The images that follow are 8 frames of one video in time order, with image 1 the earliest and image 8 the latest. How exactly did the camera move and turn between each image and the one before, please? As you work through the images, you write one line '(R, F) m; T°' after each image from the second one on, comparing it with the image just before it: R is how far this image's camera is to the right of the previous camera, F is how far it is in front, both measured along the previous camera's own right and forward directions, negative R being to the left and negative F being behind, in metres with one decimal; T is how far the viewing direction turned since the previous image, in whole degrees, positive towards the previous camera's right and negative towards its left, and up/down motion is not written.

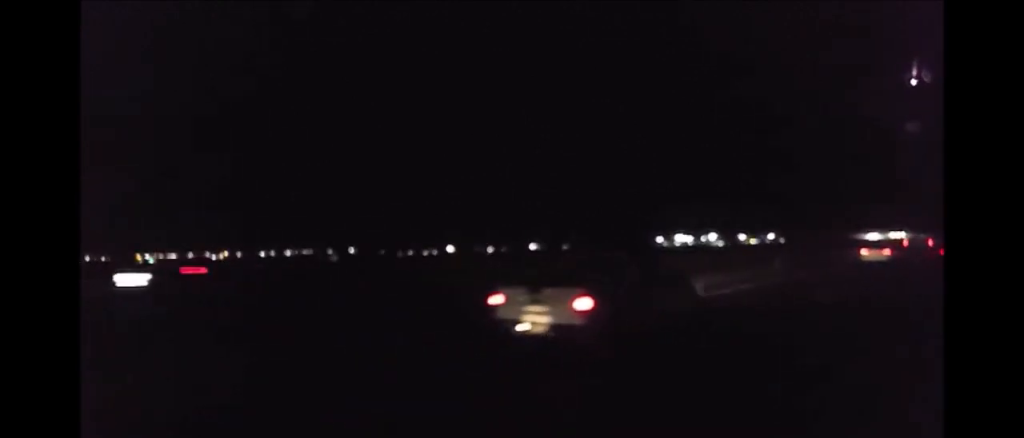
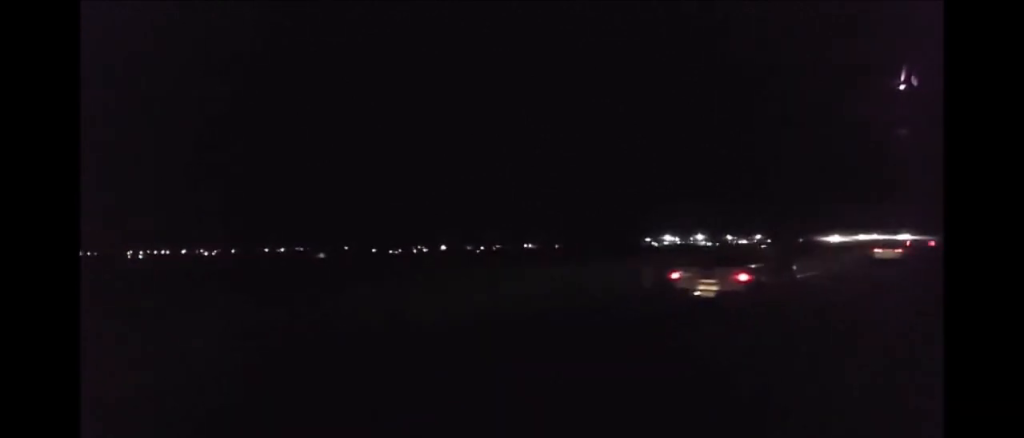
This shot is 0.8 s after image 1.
(0.0, +18.1) m; 0°
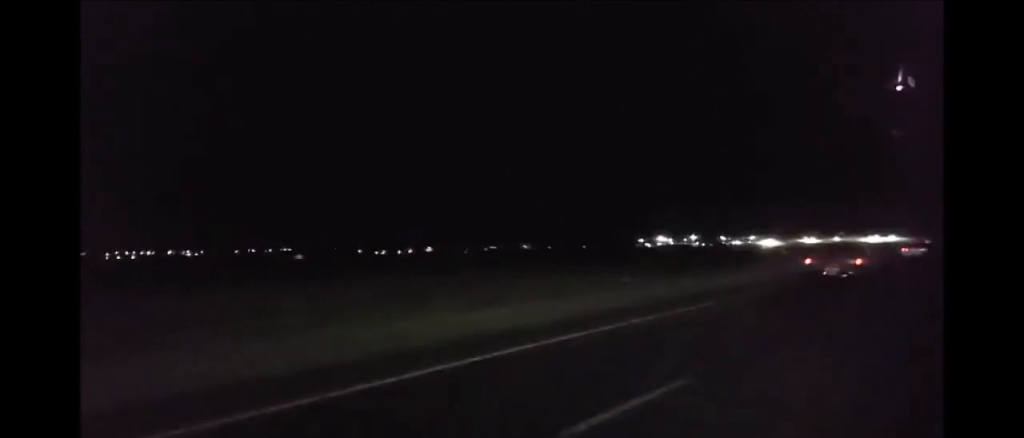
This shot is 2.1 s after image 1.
(-0.1, +29.9) m; 0°
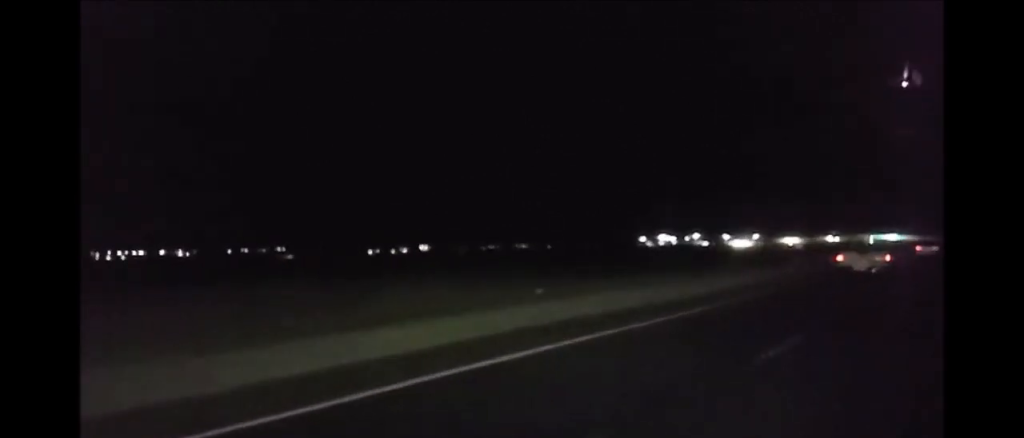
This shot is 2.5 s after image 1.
(0.0, +9.3) m; 0°
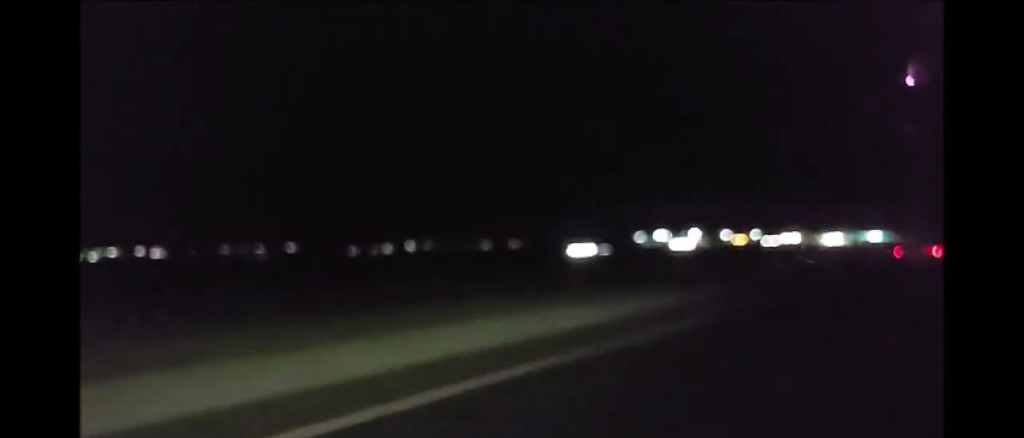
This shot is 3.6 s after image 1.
(-0.1, +24.9) m; +1°
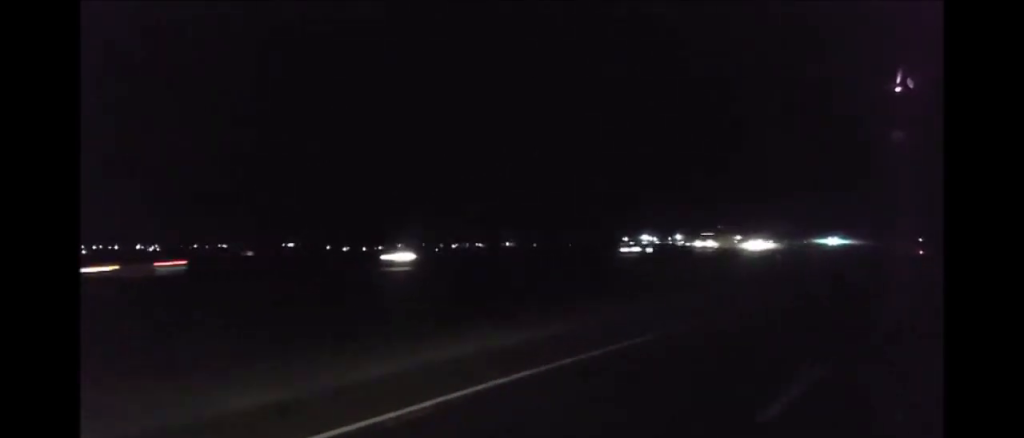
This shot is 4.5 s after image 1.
(+0.4, +22.9) m; +1°
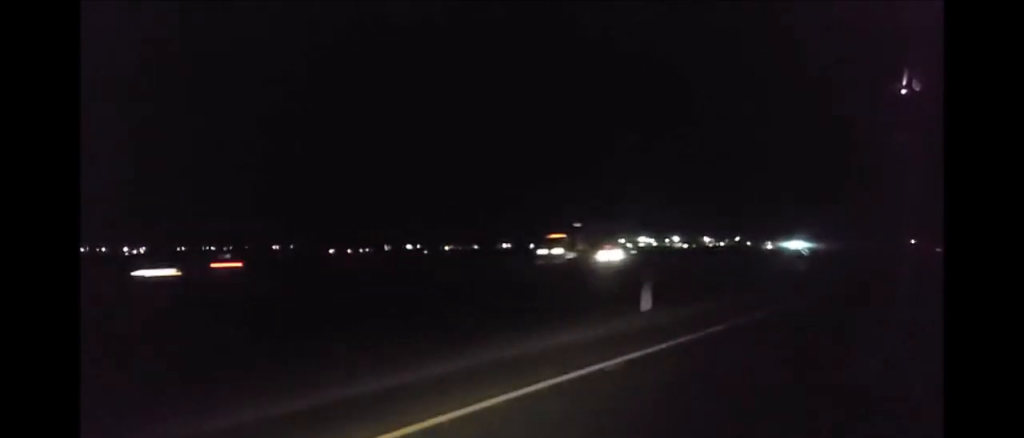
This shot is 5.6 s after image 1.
(0.0, +24.8) m; -1°
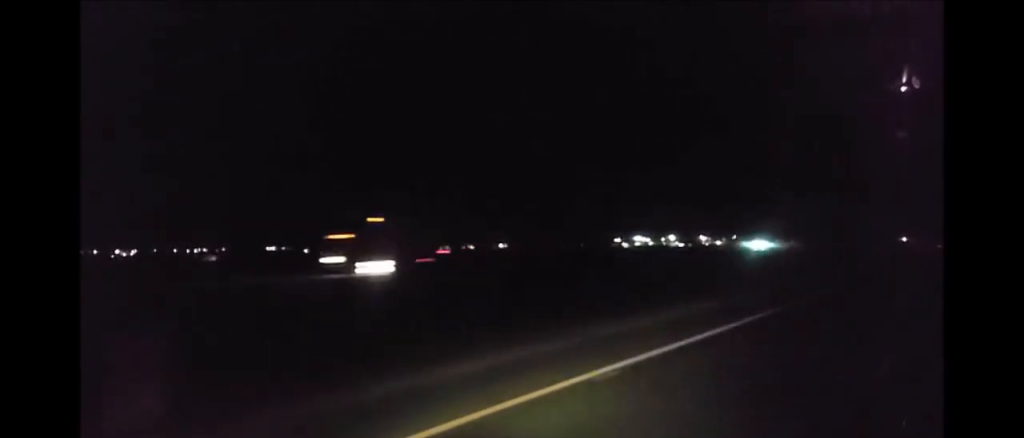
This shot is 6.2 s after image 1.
(-0.5, +15.4) m; -1°
